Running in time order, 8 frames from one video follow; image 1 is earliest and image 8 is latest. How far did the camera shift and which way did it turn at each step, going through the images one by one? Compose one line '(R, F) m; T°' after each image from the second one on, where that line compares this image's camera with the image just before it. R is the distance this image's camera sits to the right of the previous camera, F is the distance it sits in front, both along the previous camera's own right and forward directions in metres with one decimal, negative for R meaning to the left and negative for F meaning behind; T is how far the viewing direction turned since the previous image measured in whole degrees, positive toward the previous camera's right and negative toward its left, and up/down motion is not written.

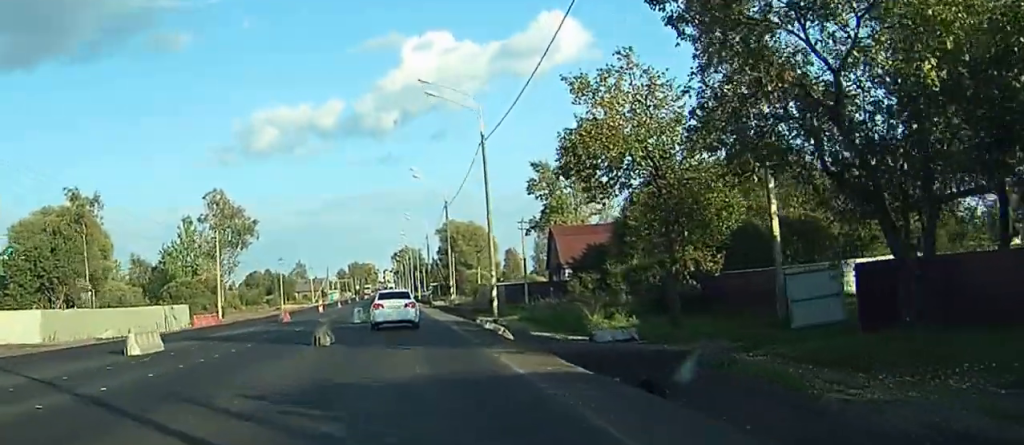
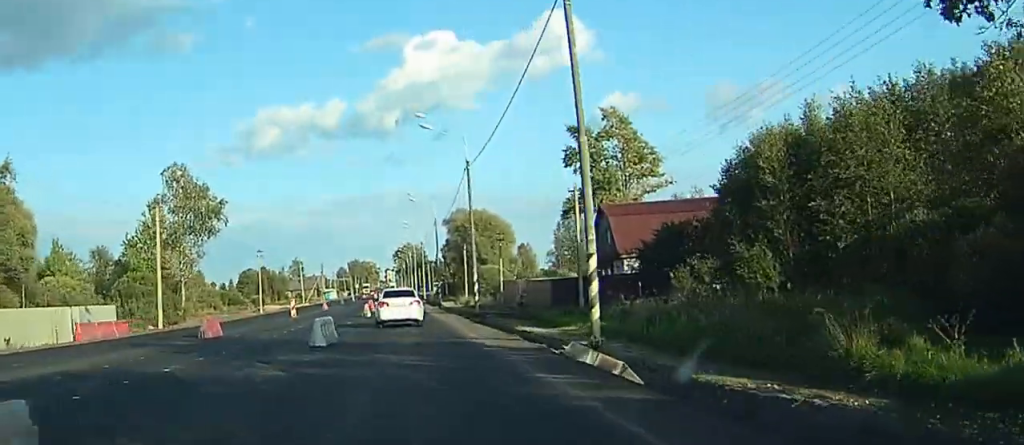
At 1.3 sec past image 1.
(-0.3, +20.8) m; -1°
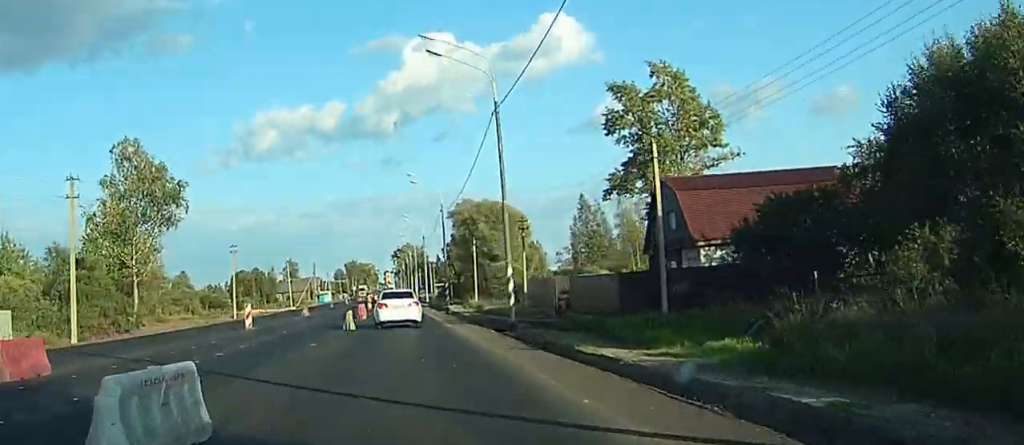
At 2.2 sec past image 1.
(-0.1, +16.0) m; -1°
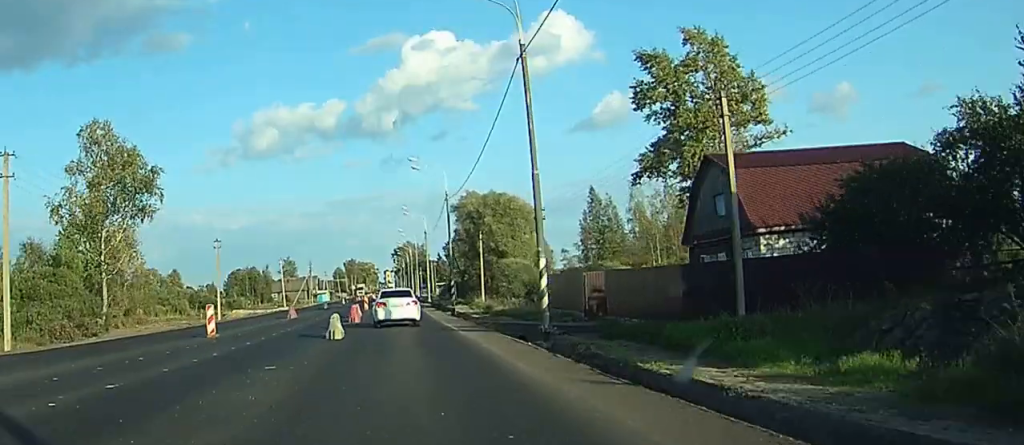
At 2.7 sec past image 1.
(0.0, +7.8) m; 0°
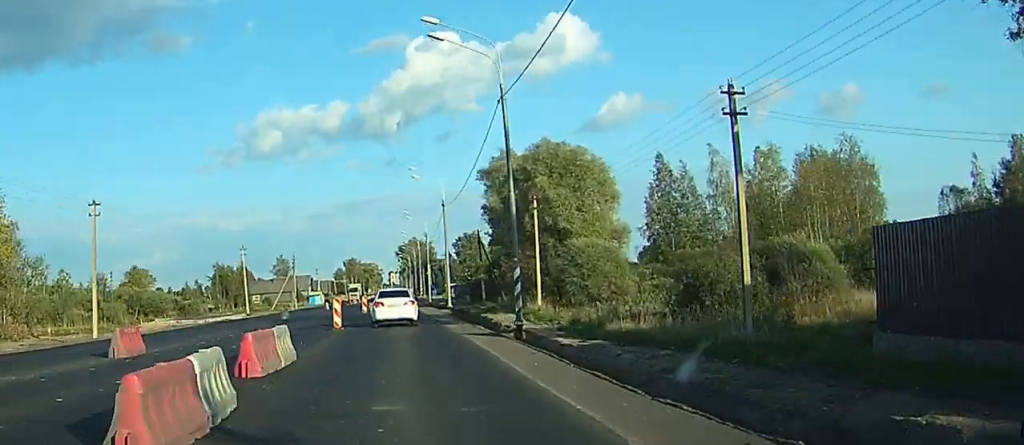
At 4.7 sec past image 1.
(+0.2, +34.2) m; +1°
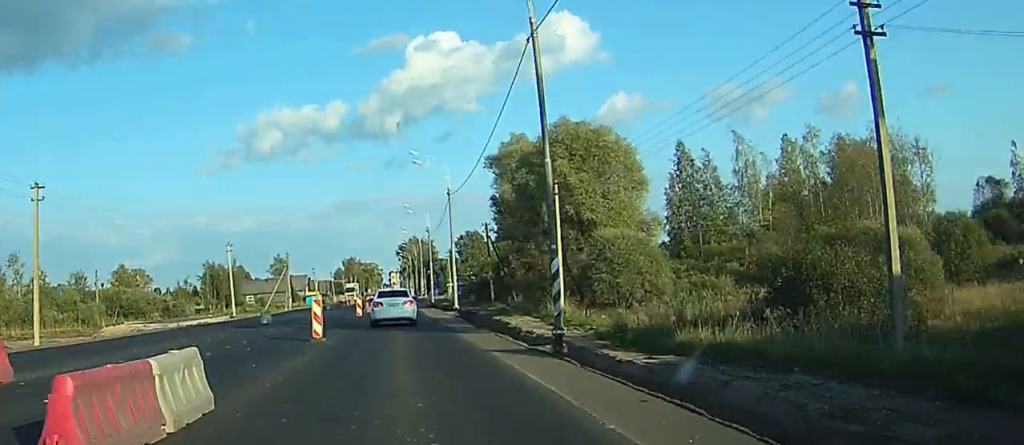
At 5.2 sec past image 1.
(0.0, +7.9) m; 0°
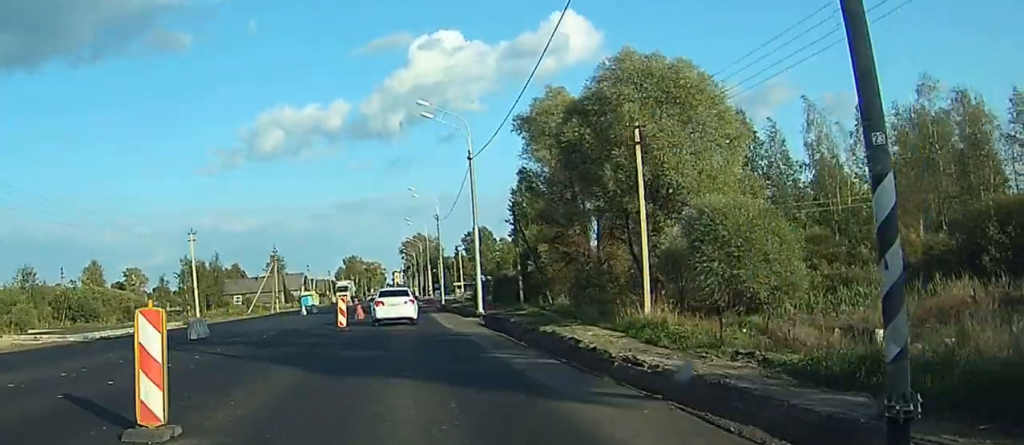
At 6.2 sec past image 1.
(0.0, +16.9) m; 0°
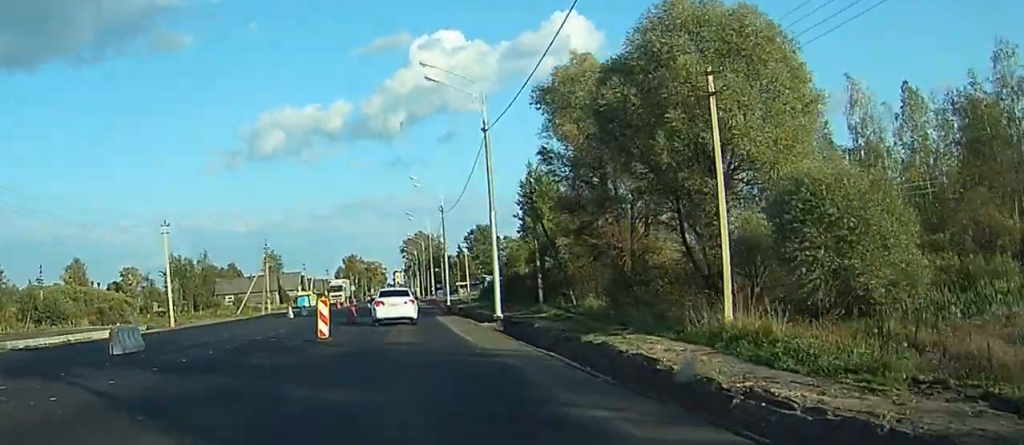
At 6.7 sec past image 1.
(0.0, +8.5) m; 0°
